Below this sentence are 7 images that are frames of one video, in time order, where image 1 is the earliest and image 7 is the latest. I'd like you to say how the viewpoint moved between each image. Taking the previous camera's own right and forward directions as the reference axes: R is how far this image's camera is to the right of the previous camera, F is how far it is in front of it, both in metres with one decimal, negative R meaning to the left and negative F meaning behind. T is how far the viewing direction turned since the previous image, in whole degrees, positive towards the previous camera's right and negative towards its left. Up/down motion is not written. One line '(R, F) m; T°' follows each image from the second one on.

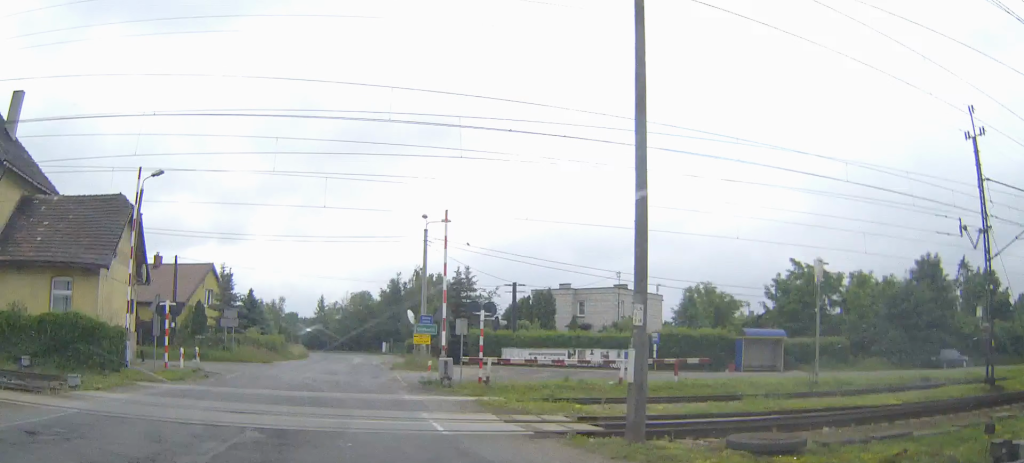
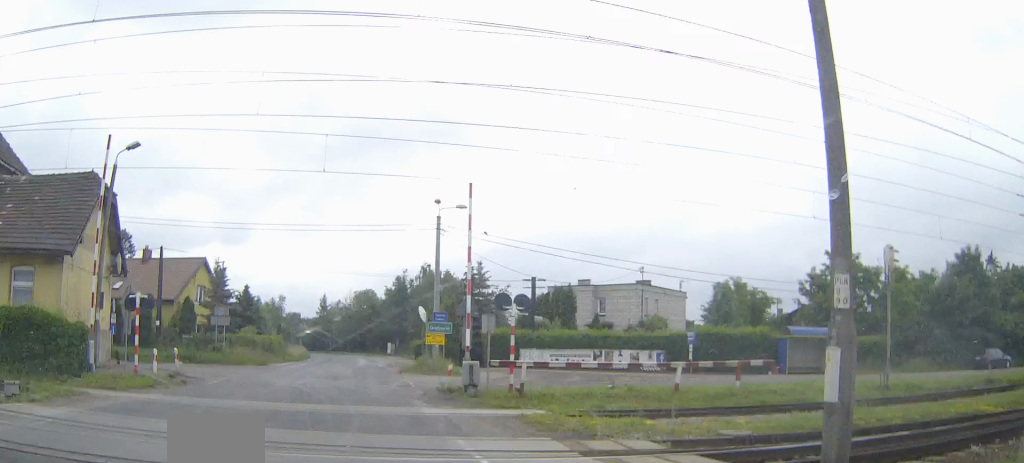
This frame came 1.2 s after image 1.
(0.0, +4.4) m; 0°
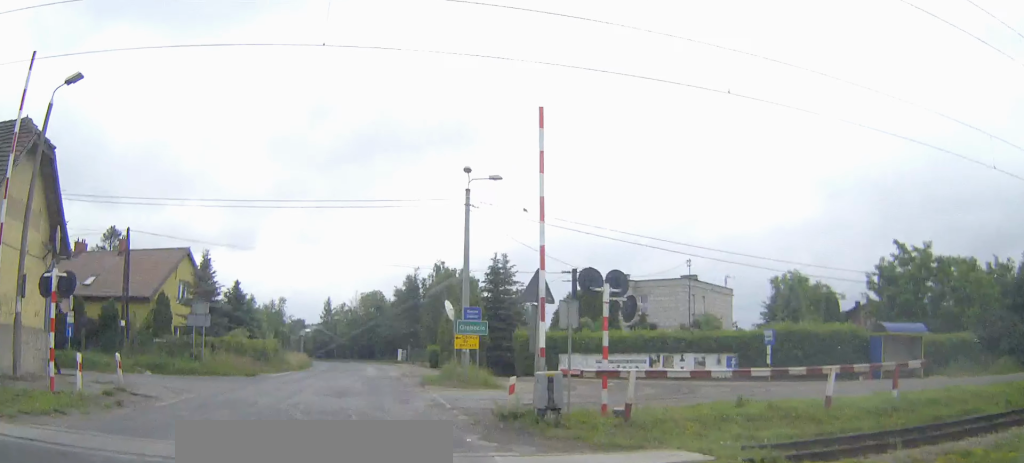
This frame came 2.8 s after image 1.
(+0.1, +6.0) m; +1°
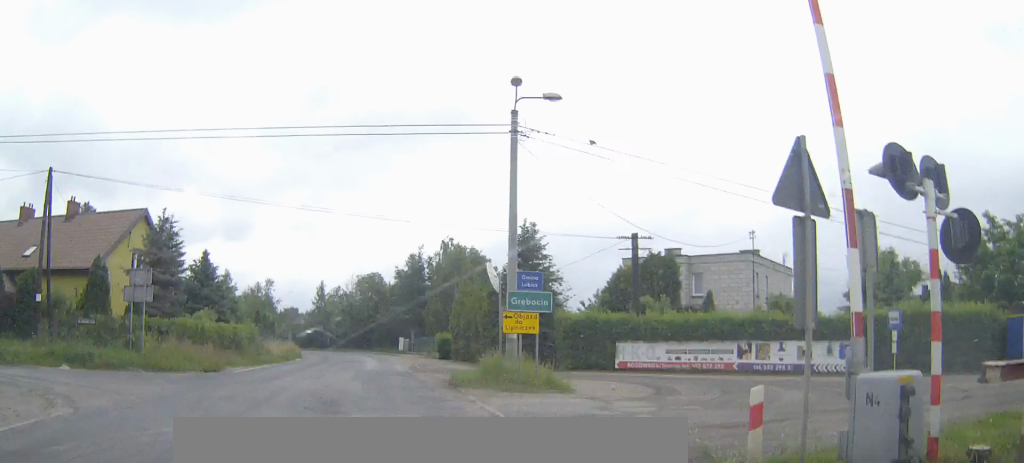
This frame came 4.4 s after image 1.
(-0.1, +8.6) m; -1°
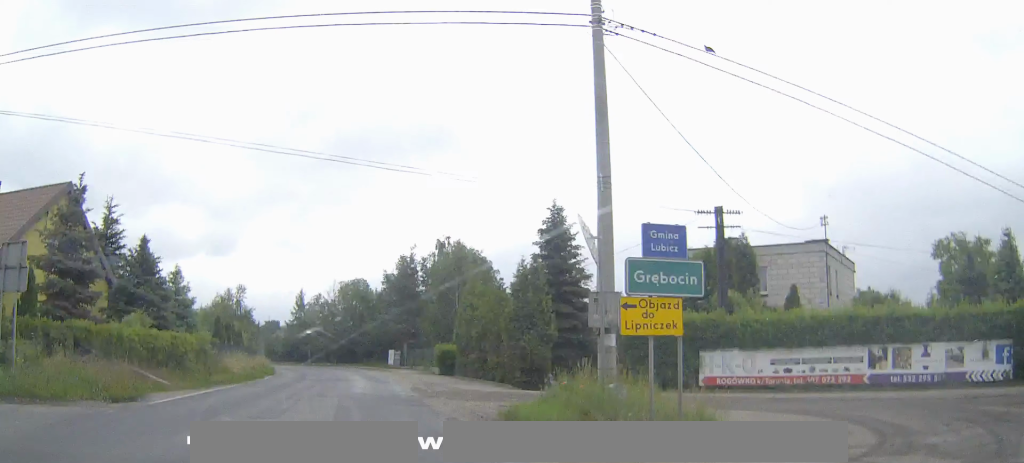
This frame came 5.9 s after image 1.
(0.0, +9.0) m; +1°
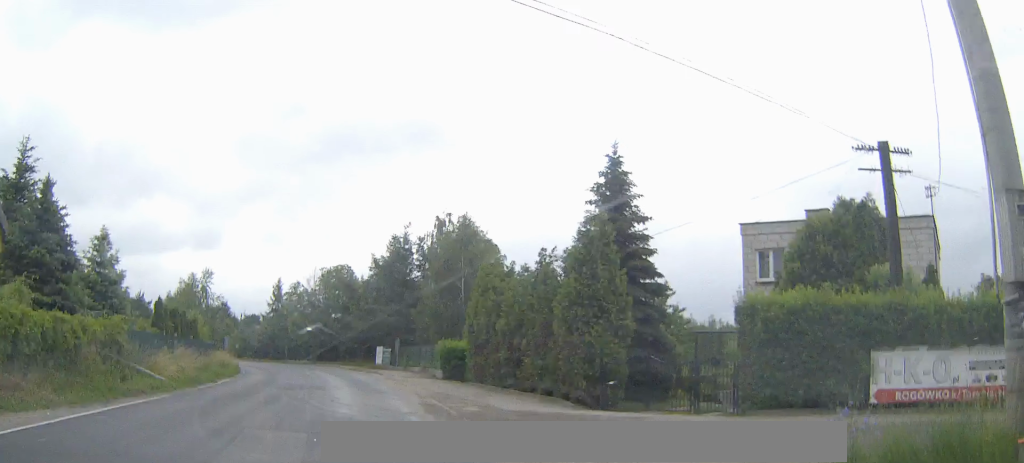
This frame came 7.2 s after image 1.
(+0.1, +9.4) m; +2°
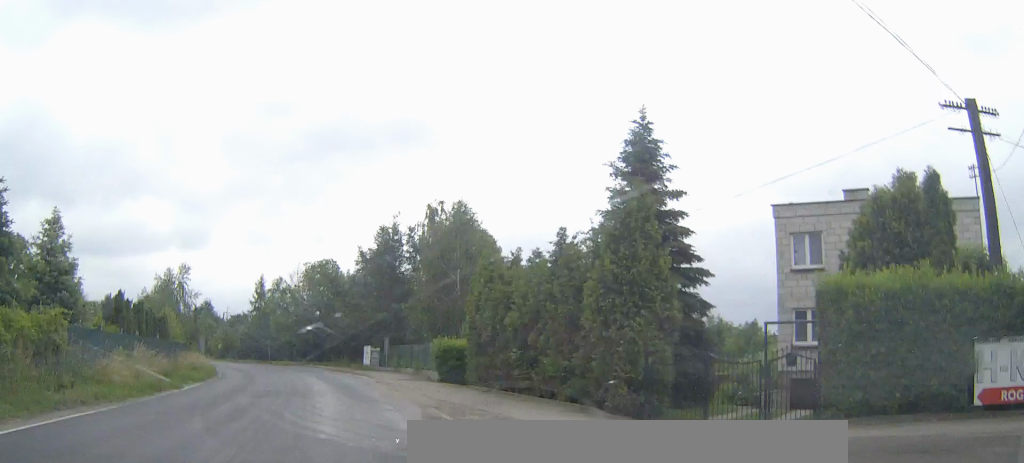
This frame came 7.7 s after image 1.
(0.0, +3.5) m; +1°
